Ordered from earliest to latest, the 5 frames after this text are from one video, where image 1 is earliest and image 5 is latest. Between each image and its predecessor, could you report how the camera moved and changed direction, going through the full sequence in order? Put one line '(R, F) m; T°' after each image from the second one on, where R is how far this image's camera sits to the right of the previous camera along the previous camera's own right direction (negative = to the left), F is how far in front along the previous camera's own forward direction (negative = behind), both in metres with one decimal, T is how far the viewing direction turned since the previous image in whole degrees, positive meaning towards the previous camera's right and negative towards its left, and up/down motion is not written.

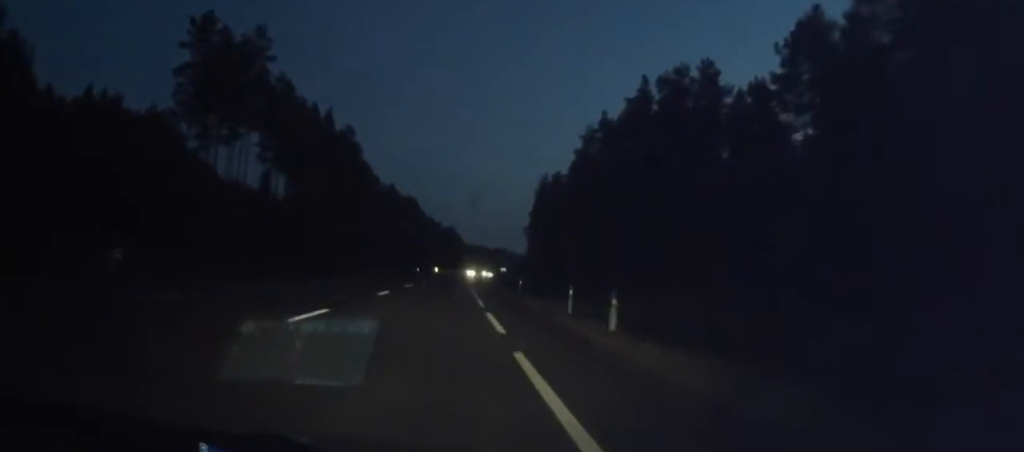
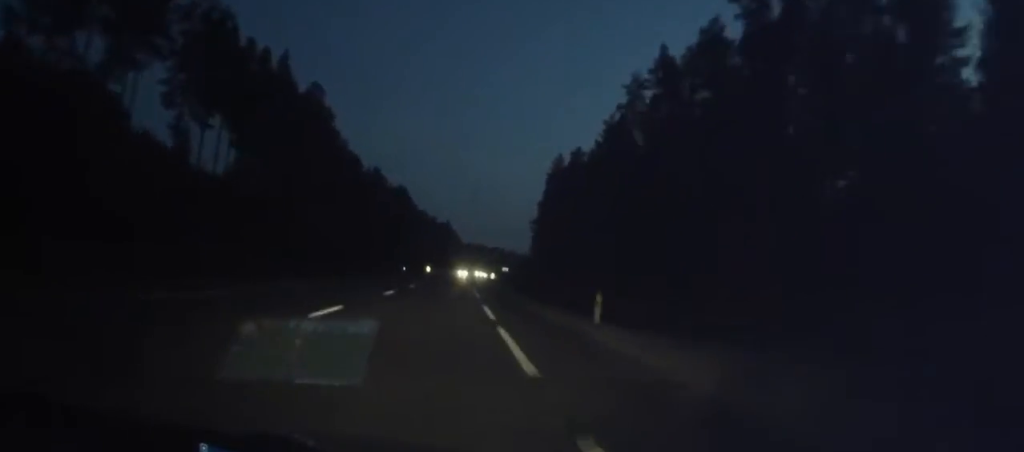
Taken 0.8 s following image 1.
(0.0, +22.9) m; 0°
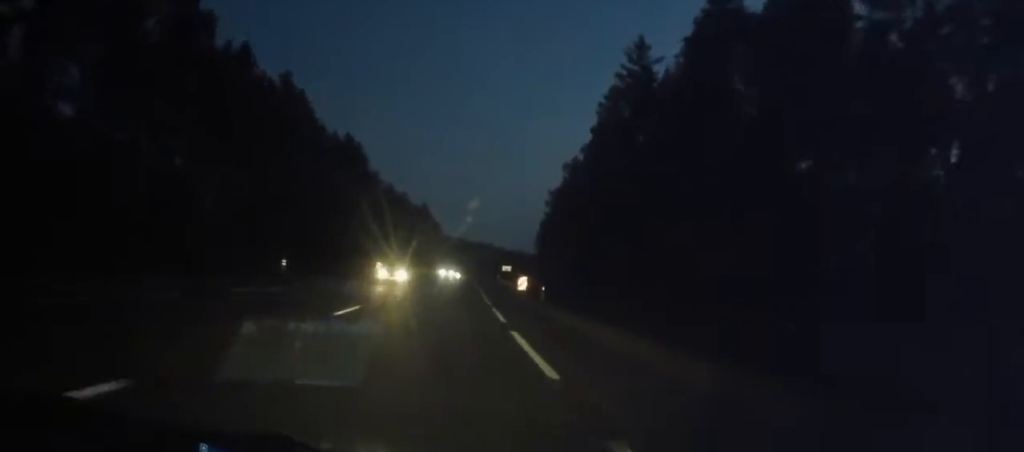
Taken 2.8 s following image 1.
(+0.5, +58.8) m; +2°
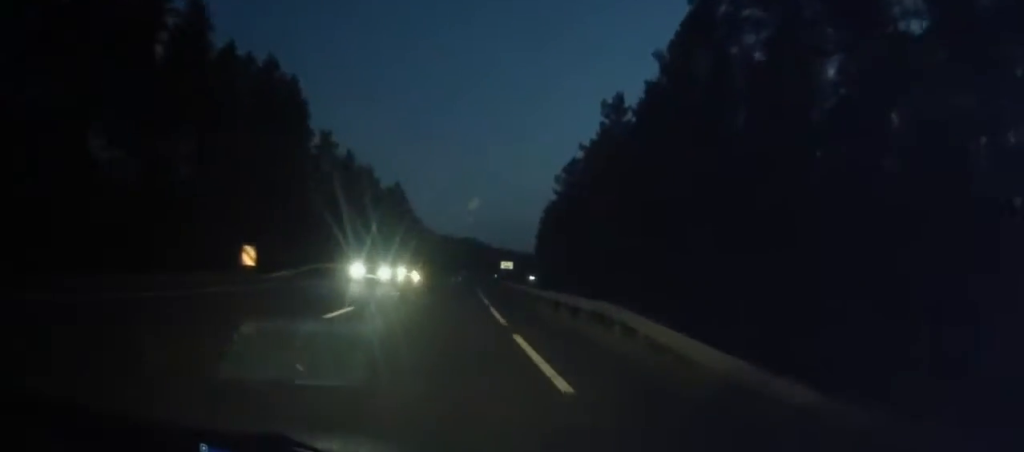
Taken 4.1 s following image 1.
(+0.5, +36.9) m; +1°
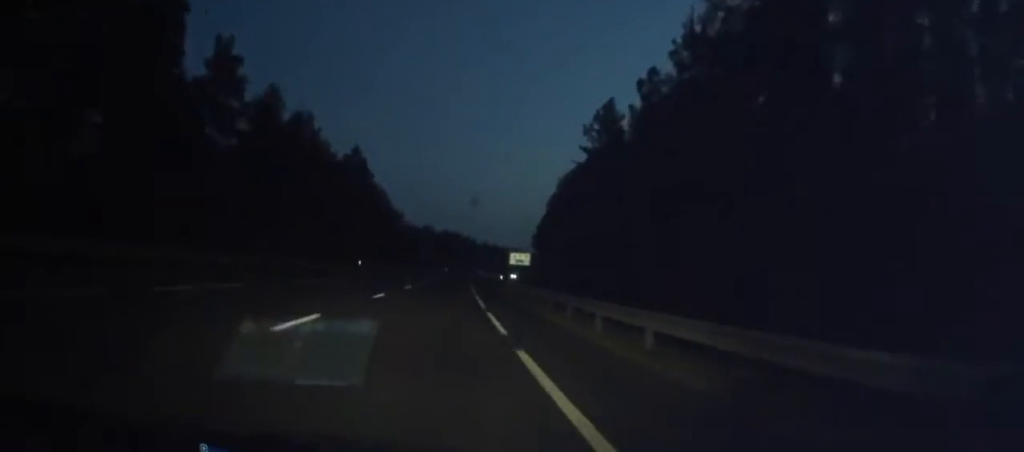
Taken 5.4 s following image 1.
(0.0, +38.8) m; +1°
